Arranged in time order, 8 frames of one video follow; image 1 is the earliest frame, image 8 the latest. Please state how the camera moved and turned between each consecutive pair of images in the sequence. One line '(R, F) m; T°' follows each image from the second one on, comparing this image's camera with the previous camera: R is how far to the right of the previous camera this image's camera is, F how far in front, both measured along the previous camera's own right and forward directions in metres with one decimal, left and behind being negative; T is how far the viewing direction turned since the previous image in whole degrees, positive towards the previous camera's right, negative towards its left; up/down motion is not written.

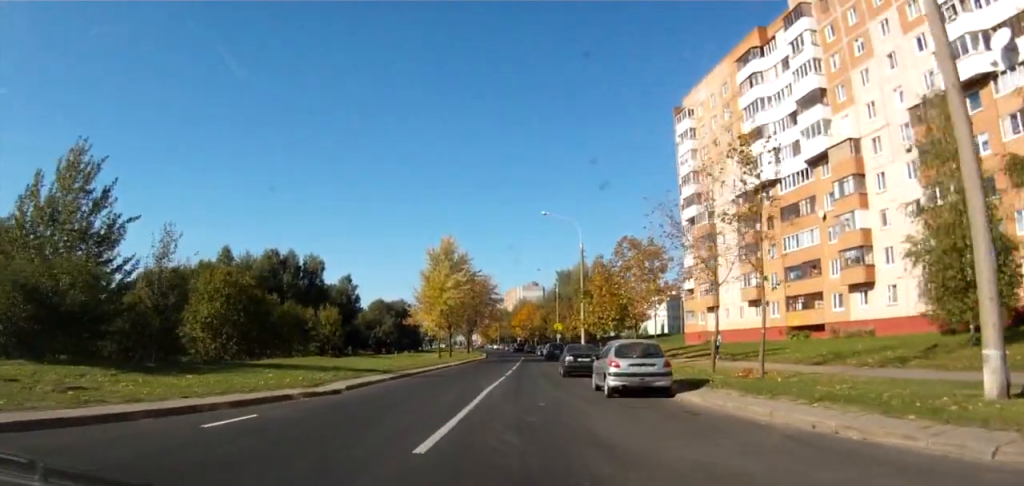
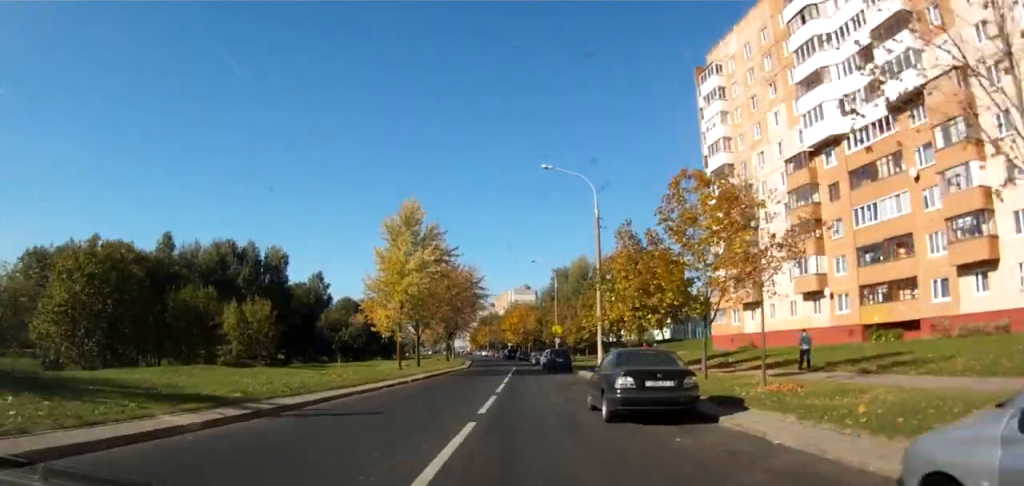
(-0.2, +15.8) m; +2°
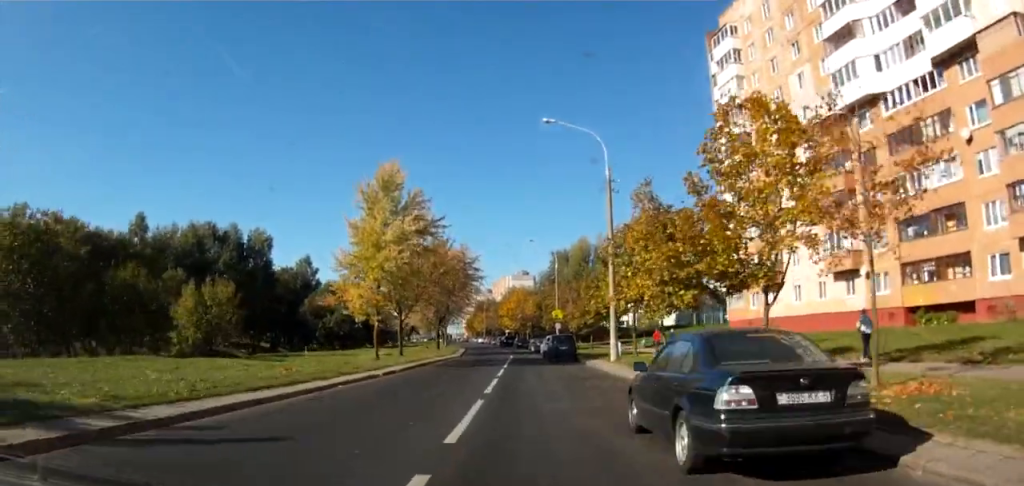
(+0.3, +5.6) m; 0°
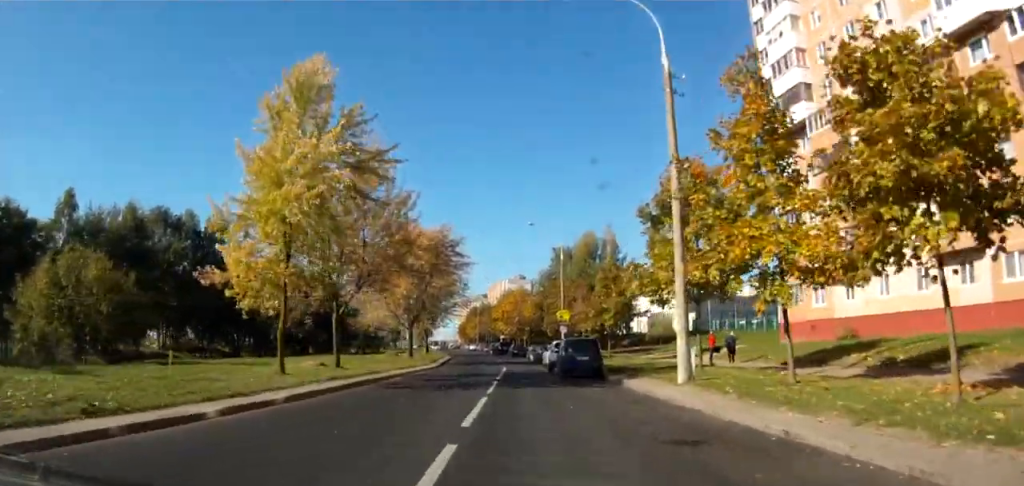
(0.0, +13.2) m; -1°
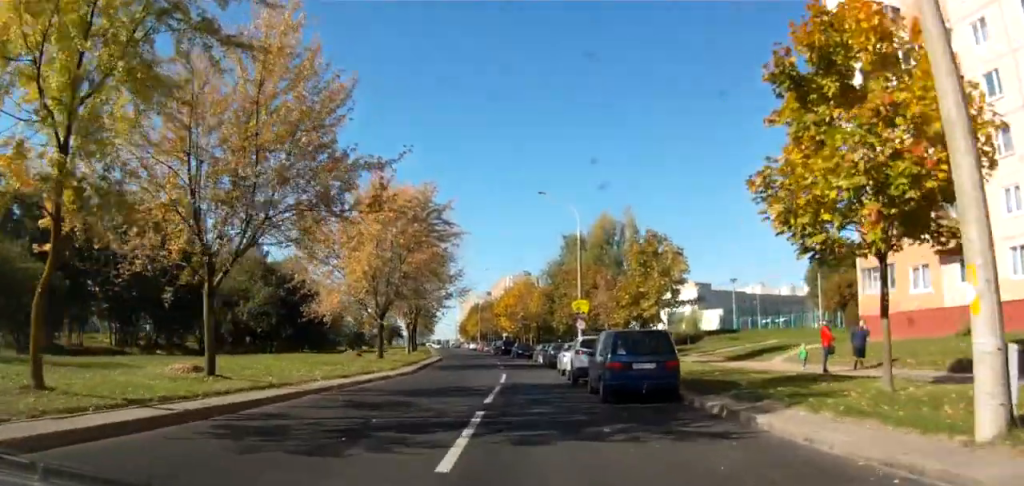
(-0.2, +11.2) m; +2°
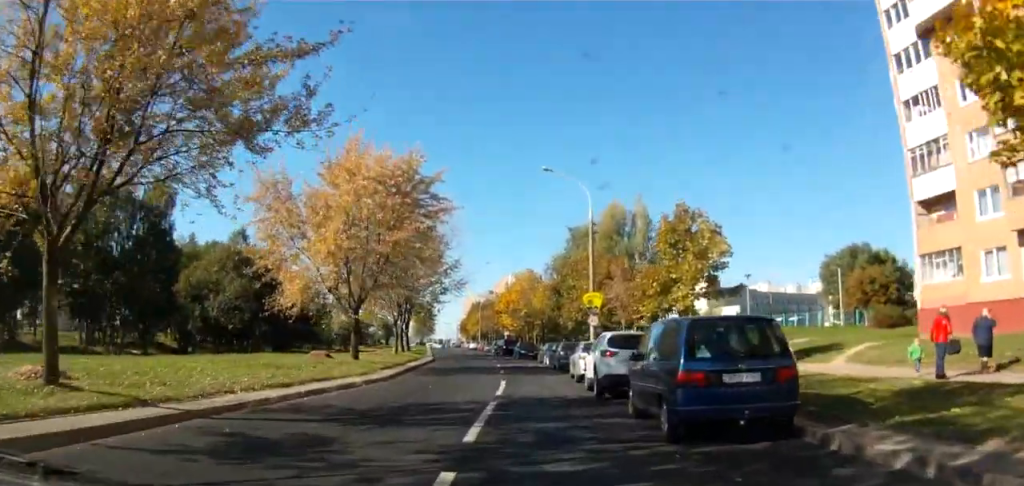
(0.0, +5.3) m; +1°
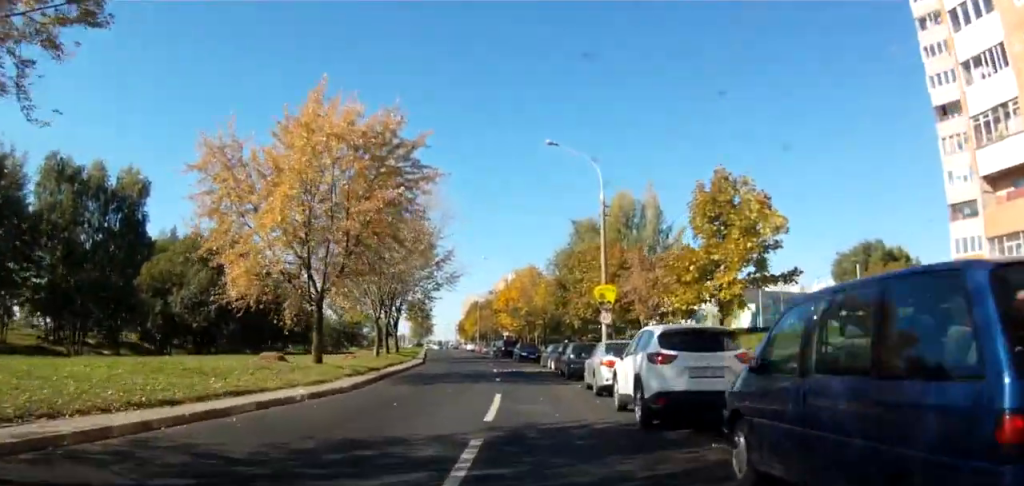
(+0.3, +3.8) m; 0°
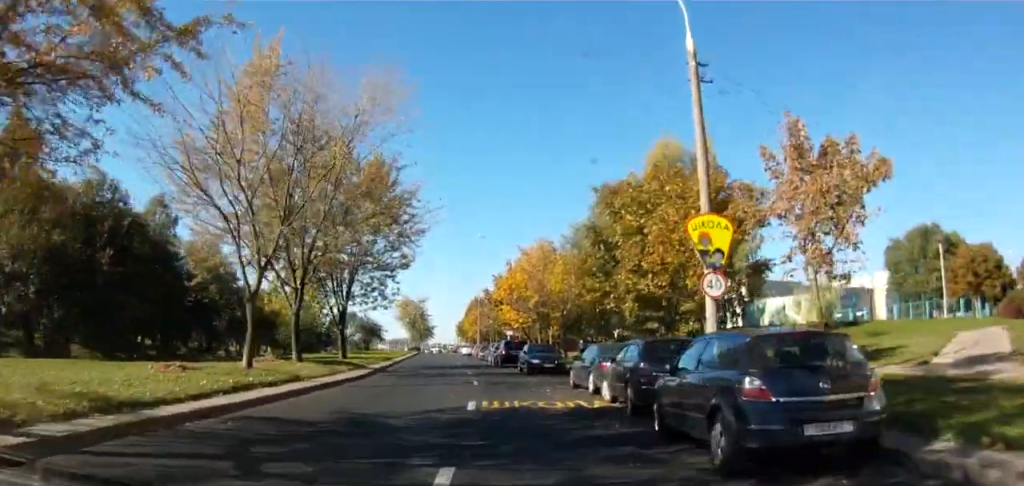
(-0.9, +19.5) m; -4°
